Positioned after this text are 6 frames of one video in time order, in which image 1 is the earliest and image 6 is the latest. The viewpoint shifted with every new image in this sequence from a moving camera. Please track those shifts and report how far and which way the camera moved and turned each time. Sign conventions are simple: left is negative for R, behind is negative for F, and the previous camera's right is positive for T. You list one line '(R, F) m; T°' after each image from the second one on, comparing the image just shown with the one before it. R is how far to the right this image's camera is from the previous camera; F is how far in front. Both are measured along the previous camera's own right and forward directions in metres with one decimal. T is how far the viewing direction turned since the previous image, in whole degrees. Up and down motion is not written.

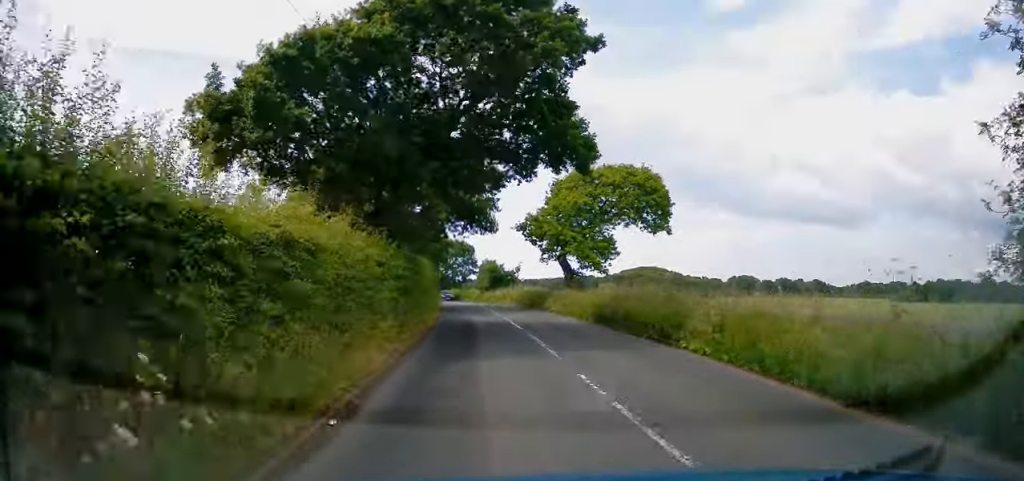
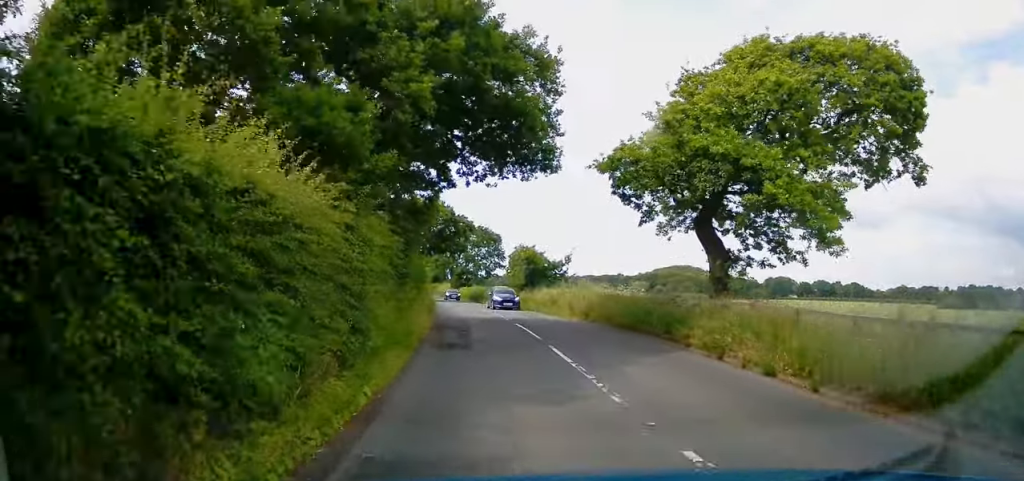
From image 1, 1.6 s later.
(-0.3, +20.5) m; -2°
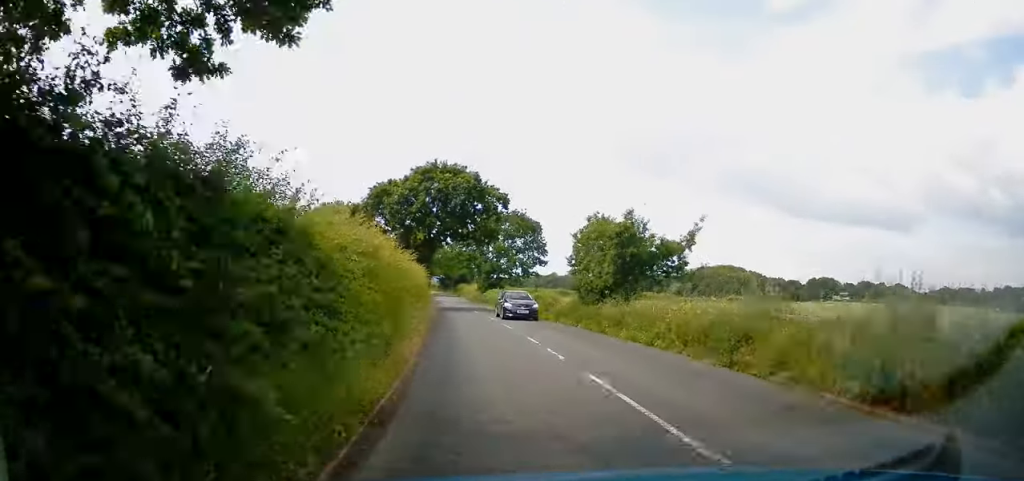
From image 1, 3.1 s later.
(-0.5, +19.9) m; -3°
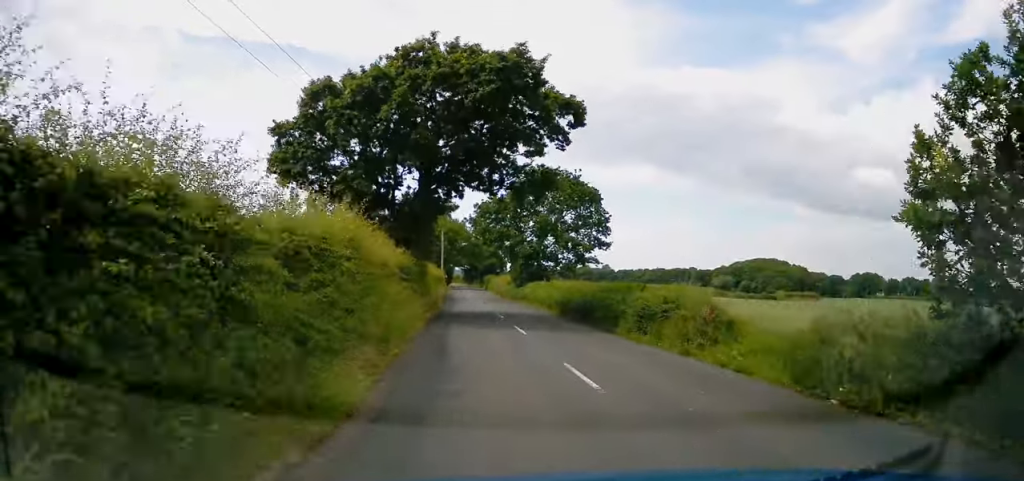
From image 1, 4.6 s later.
(-0.5, +21.2) m; -2°
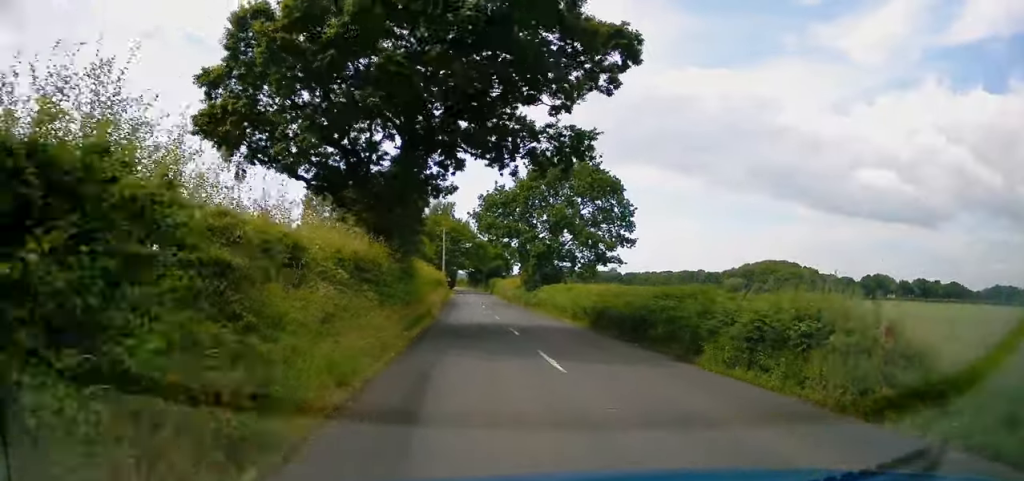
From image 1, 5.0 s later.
(0.0, +6.8) m; 0°
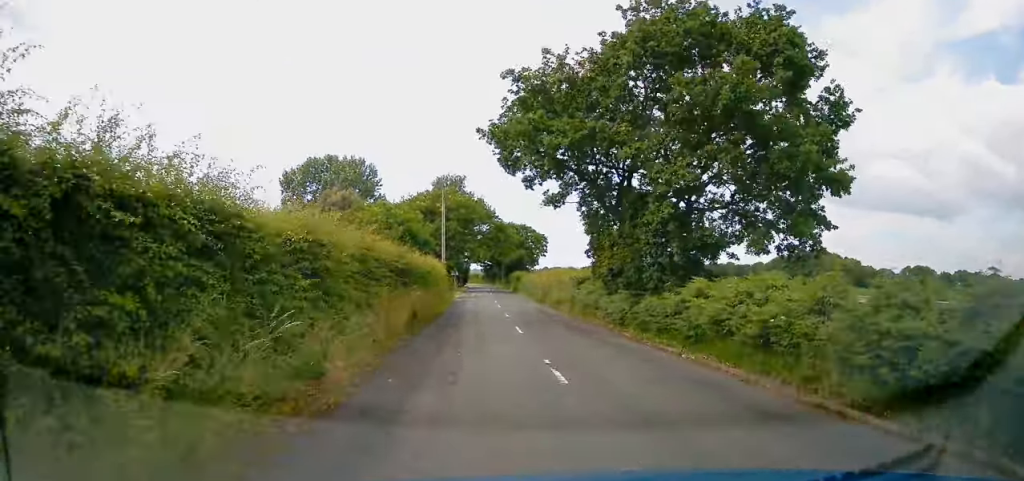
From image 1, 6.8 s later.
(-0.4, +25.8) m; -2°
